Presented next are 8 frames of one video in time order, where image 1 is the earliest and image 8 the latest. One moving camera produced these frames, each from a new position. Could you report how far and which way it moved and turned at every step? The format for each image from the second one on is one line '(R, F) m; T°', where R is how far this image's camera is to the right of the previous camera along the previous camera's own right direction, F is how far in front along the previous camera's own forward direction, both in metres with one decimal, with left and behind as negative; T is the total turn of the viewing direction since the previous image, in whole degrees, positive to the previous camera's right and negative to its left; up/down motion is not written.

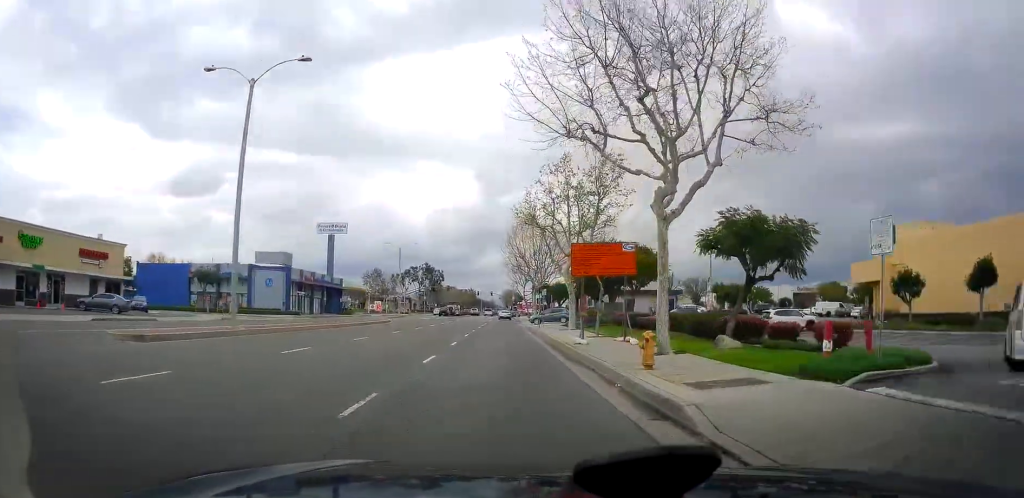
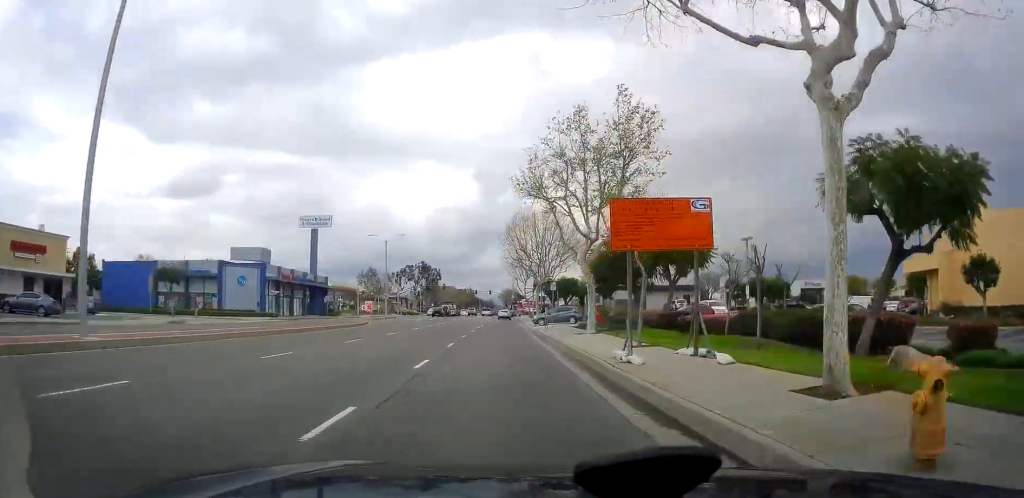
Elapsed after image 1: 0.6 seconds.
(-0.3, +8.3) m; 0°
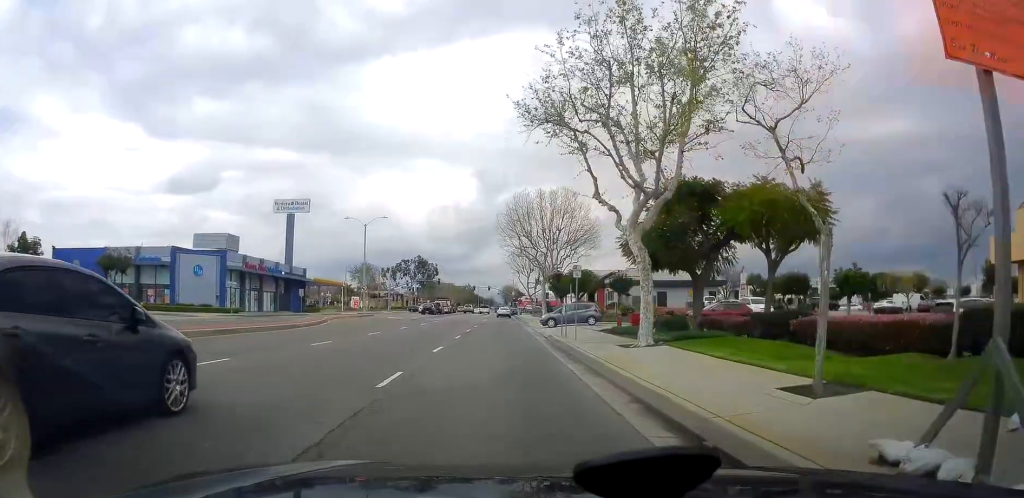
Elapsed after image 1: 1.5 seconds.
(+0.3, +11.4) m; +2°
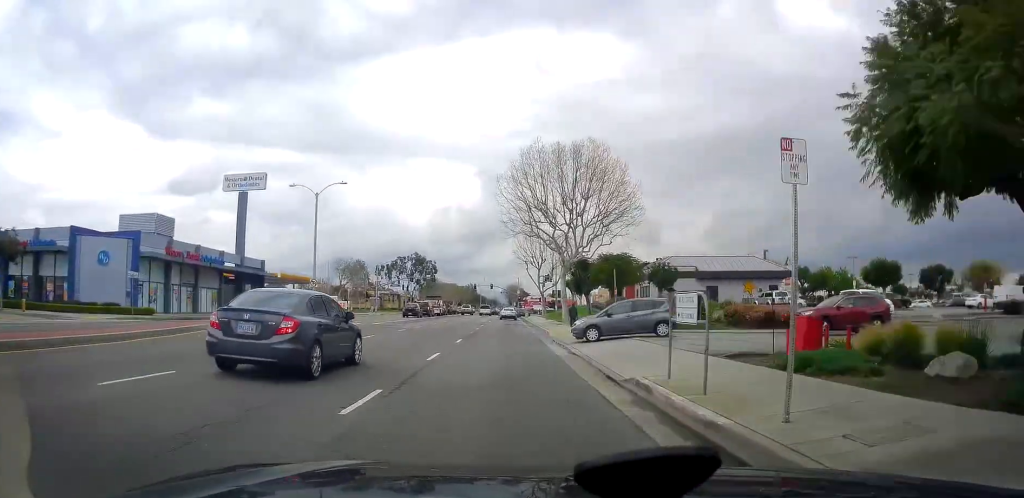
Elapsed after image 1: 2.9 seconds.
(+0.2, +17.4) m; +1°
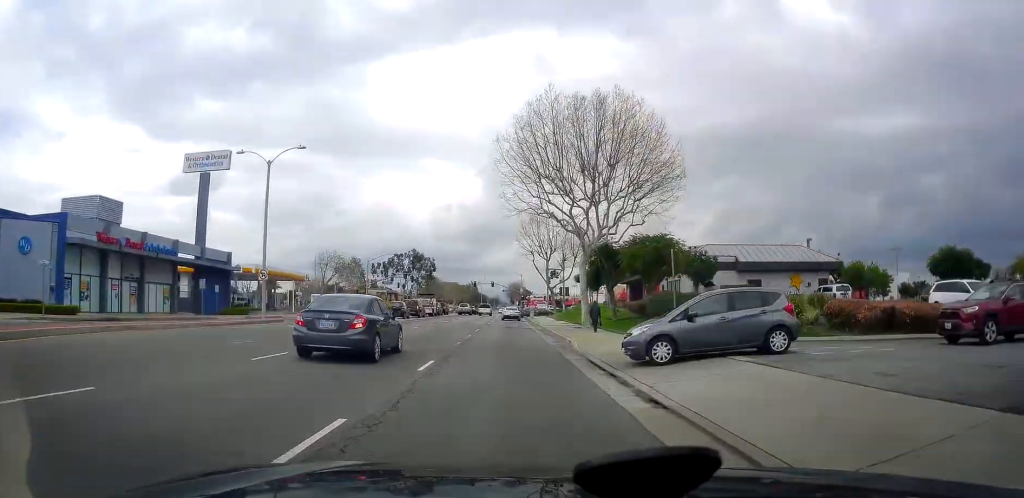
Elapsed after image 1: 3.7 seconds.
(0.0, +9.7) m; 0°
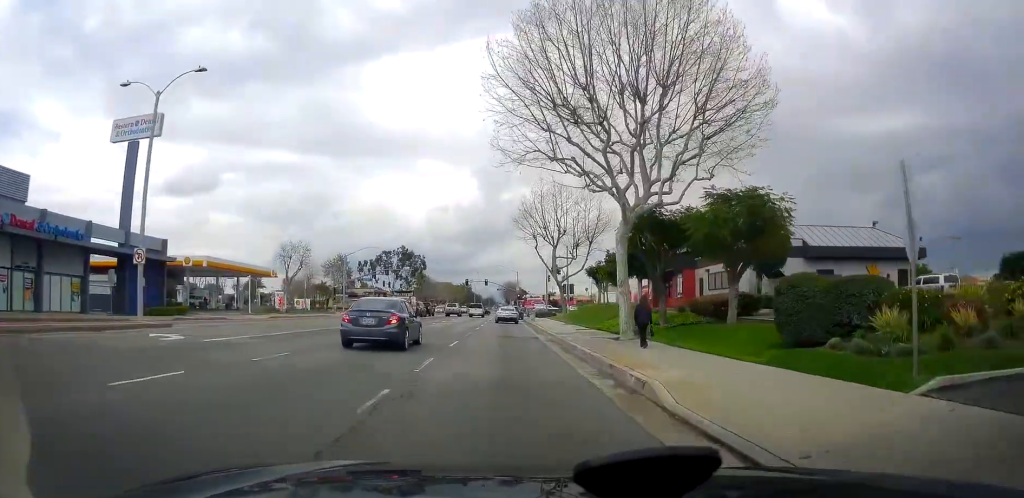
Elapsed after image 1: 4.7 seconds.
(0.0, +12.0) m; 0°
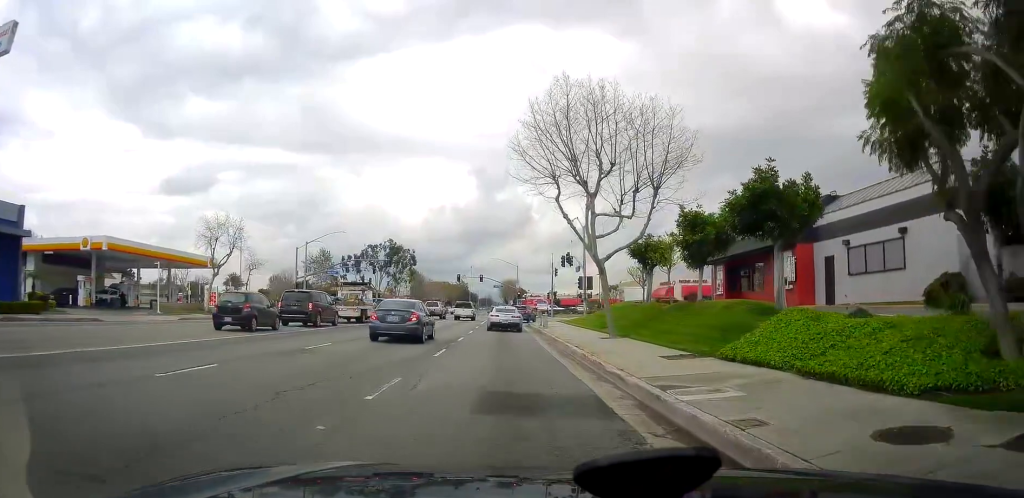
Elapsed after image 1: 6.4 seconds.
(0.0, +18.0) m; 0°
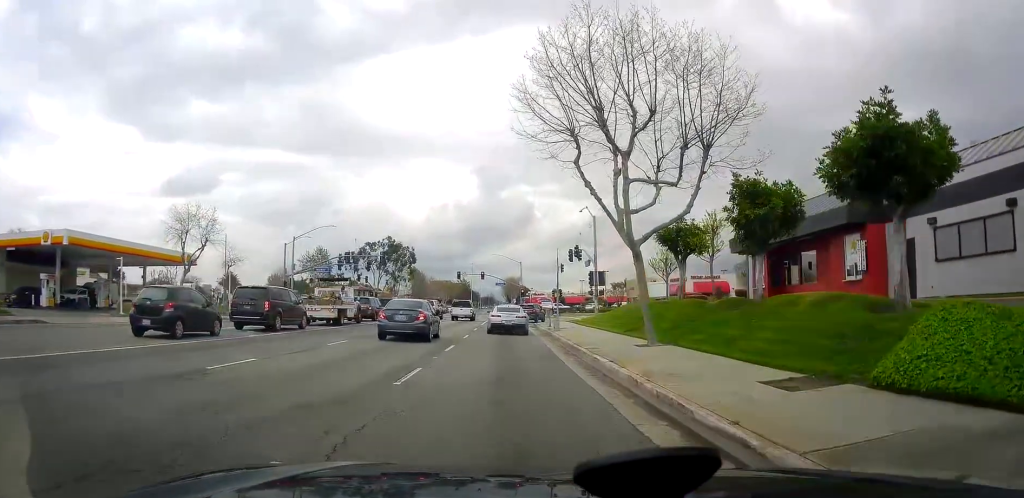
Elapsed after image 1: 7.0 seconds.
(0.0, +5.9) m; 0°
